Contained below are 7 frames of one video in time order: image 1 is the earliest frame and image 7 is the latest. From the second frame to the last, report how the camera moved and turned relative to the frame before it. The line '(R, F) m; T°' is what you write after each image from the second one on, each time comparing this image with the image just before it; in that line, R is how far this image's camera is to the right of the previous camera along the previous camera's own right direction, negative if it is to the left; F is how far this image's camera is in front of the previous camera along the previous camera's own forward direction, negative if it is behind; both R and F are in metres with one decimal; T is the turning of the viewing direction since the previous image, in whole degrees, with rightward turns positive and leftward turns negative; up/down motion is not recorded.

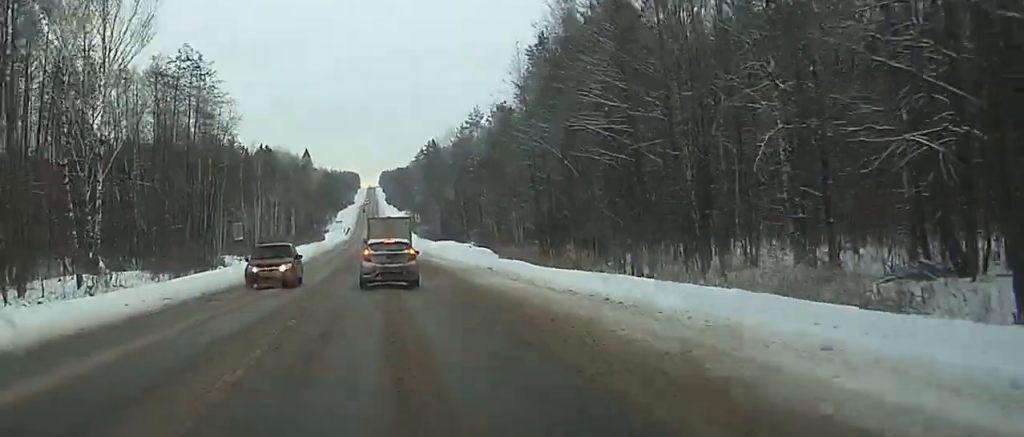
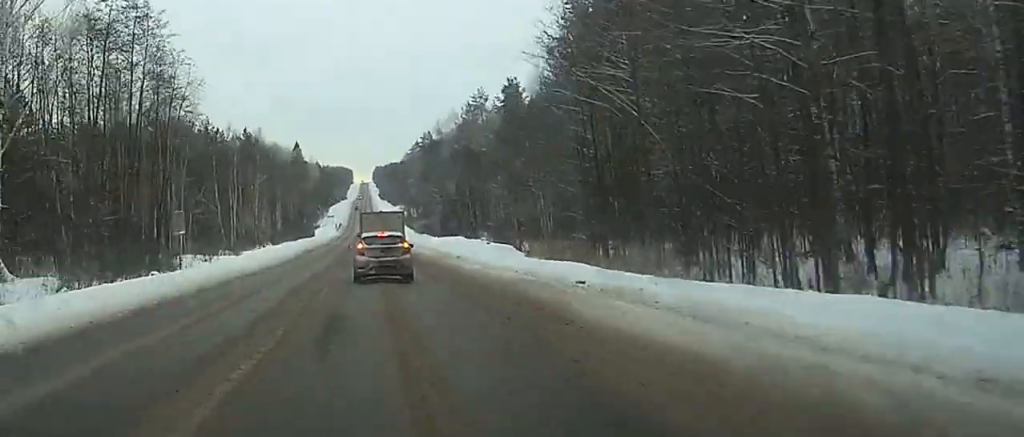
(0.0, +17.3) m; 0°
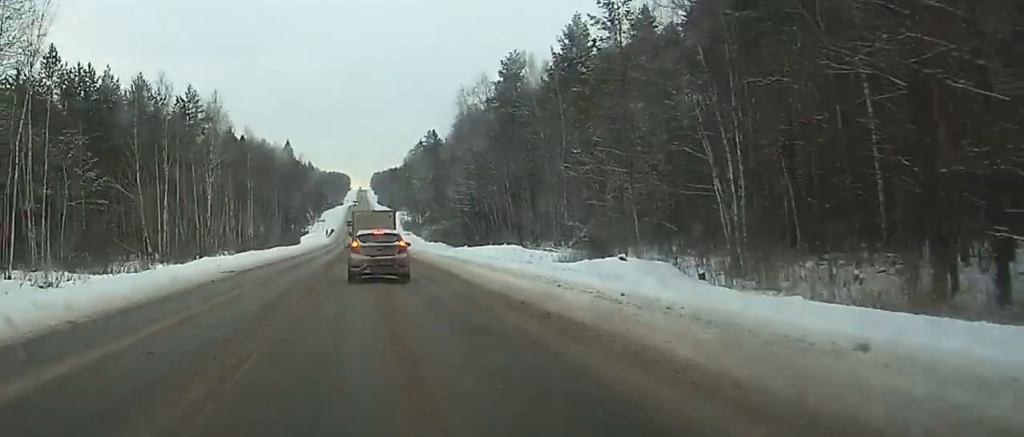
(0.0, +37.8) m; 0°
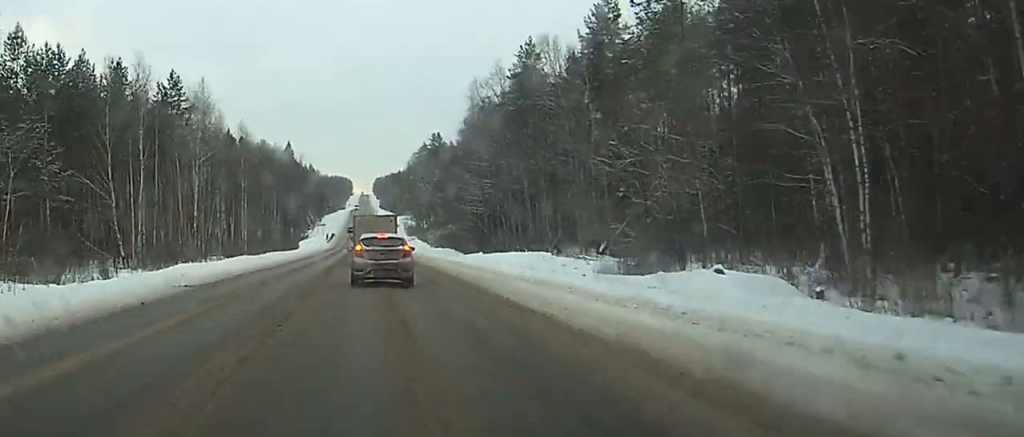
(0.0, +9.2) m; 0°
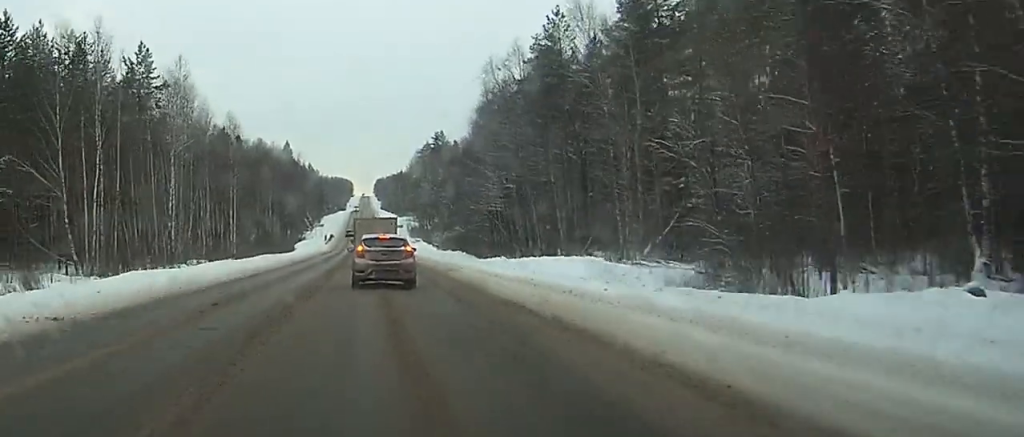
(0.0, +11.1) m; 0°
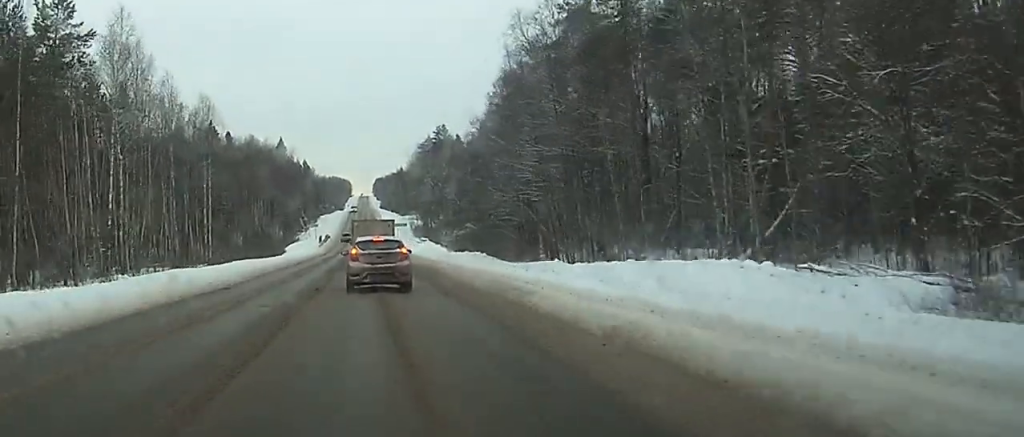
(0.0, +17.3) m; 0°
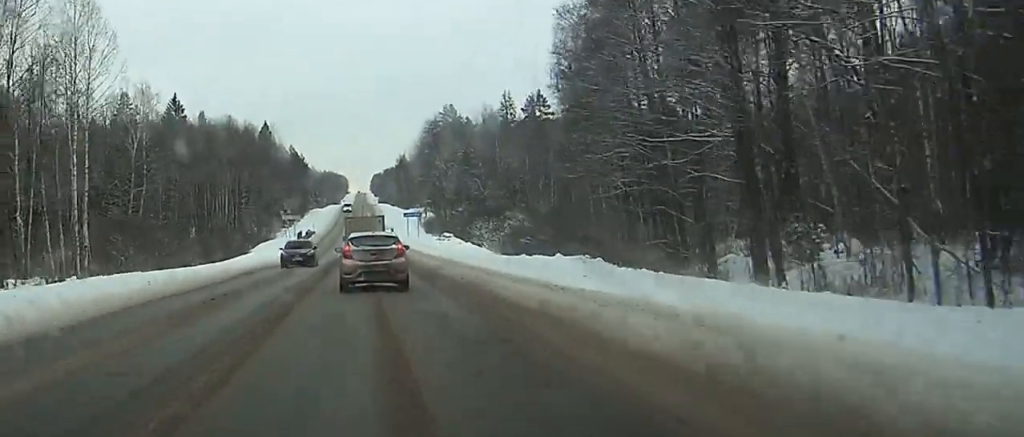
(+0.1, +41.8) m; 0°
